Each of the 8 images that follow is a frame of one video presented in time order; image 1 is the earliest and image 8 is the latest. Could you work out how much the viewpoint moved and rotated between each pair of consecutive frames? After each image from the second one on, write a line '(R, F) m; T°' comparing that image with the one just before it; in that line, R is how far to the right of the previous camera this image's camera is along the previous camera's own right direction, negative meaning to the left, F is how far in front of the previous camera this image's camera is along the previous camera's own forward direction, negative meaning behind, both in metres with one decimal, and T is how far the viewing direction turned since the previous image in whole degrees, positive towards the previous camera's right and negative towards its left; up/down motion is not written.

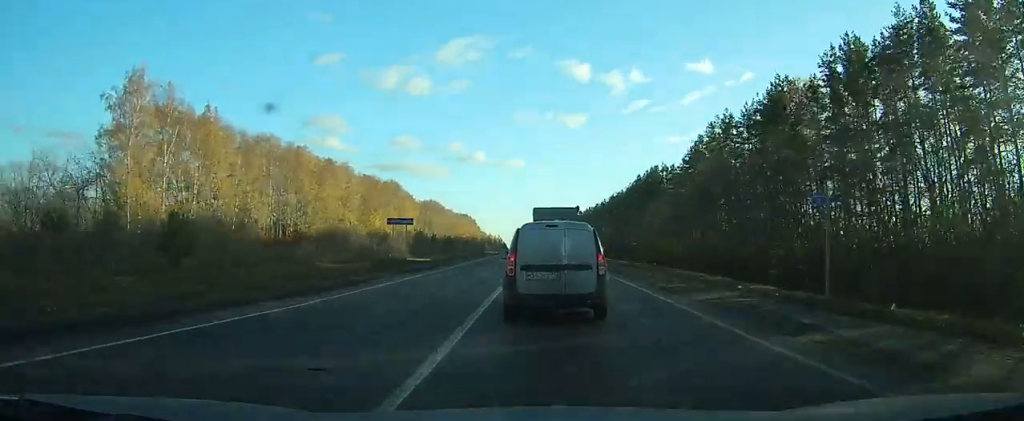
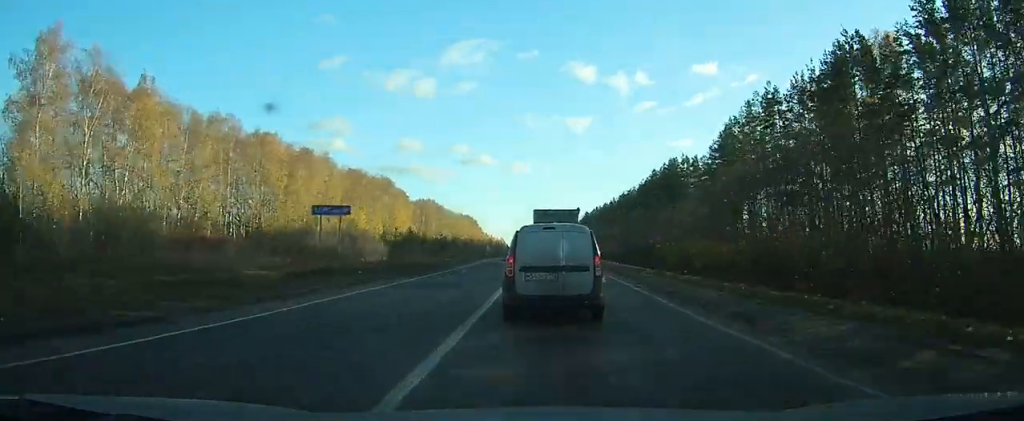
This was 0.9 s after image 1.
(-0.1, +14.1) m; 0°
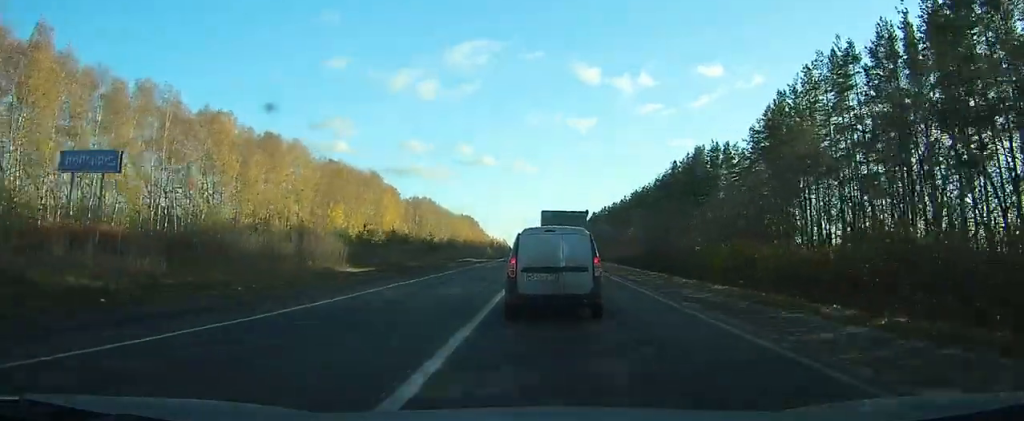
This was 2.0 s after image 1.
(0.0, +15.9) m; 0°
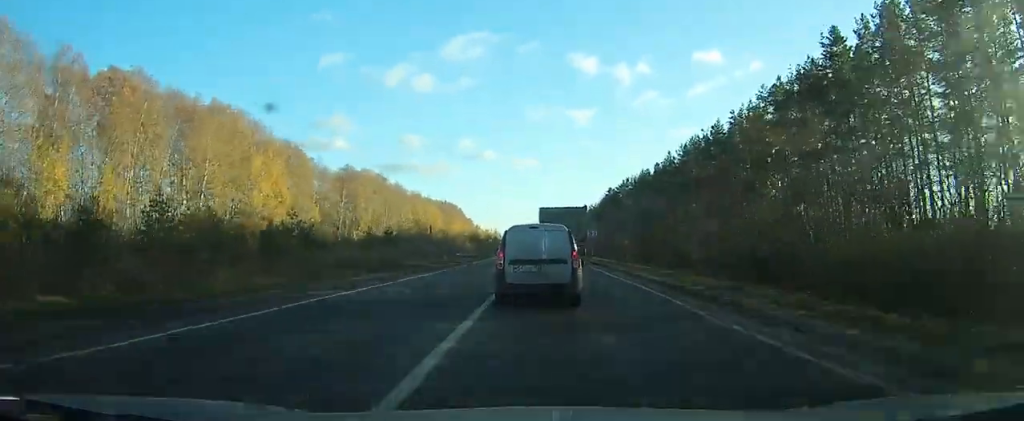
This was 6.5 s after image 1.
(-0.2, +67.9) m; -1°
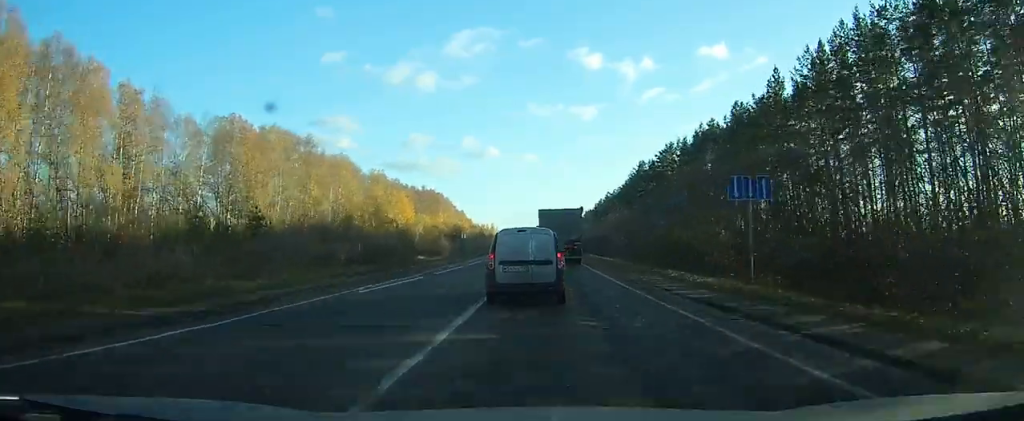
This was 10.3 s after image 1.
(-0.3, +55.0) m; -1°
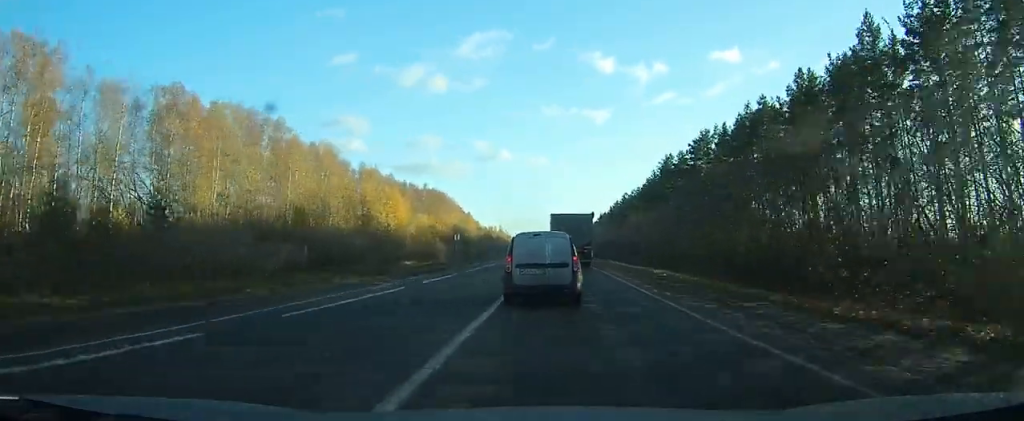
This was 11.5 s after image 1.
(-0.1, +17.1) m; 0°
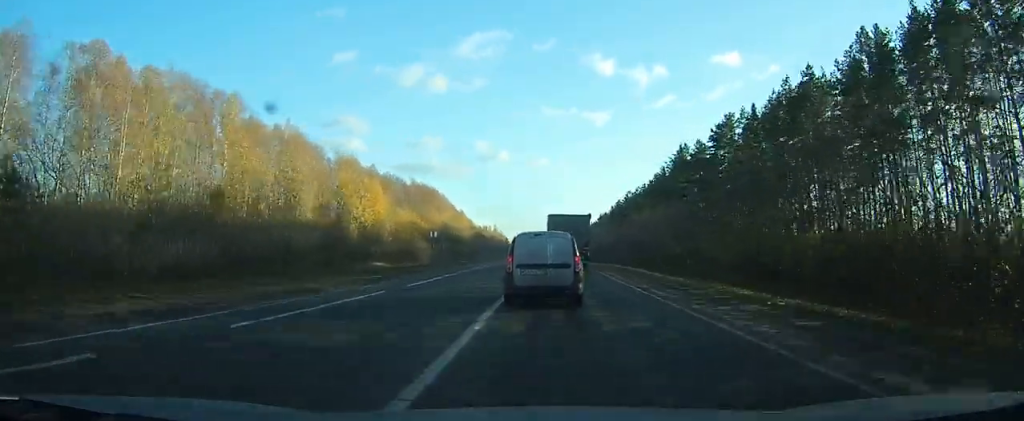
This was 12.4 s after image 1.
(0.0, +13.4) m; 0°
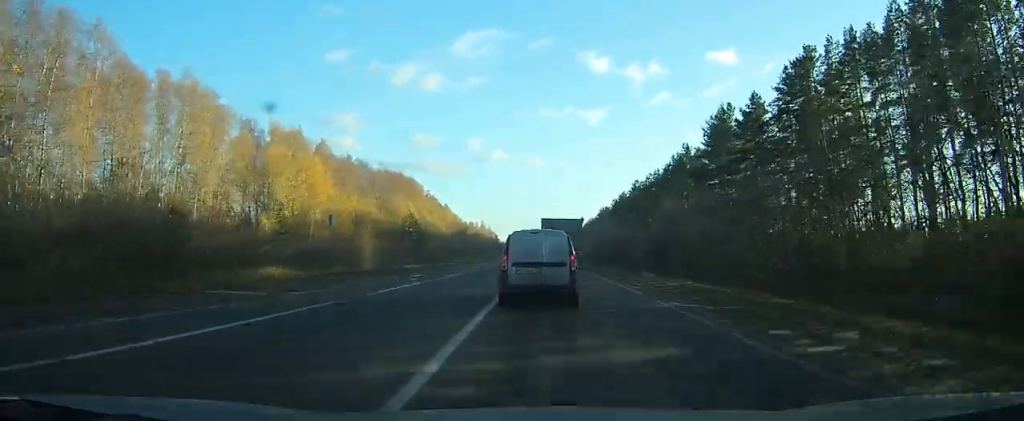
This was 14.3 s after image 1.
(+0.1, +27.8) m; 0°
